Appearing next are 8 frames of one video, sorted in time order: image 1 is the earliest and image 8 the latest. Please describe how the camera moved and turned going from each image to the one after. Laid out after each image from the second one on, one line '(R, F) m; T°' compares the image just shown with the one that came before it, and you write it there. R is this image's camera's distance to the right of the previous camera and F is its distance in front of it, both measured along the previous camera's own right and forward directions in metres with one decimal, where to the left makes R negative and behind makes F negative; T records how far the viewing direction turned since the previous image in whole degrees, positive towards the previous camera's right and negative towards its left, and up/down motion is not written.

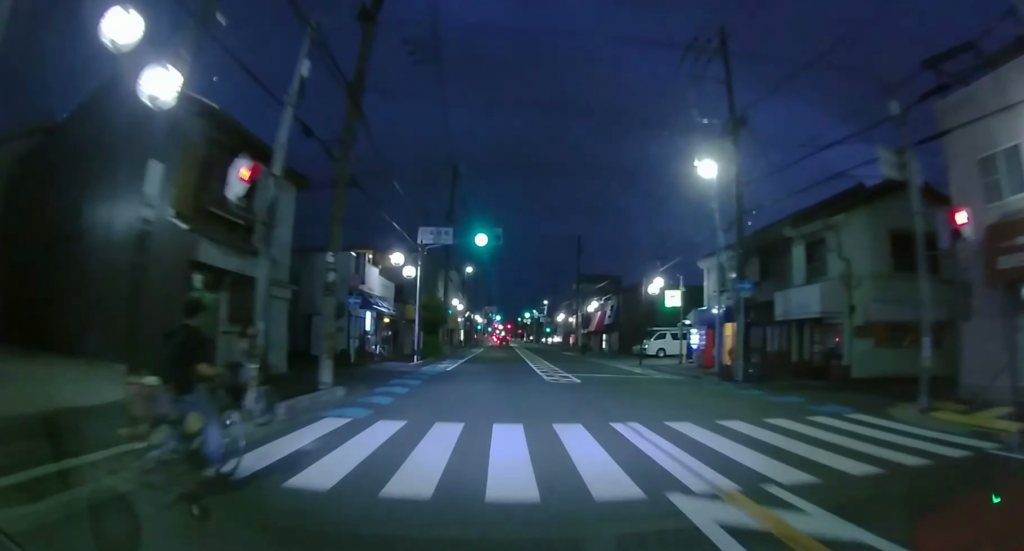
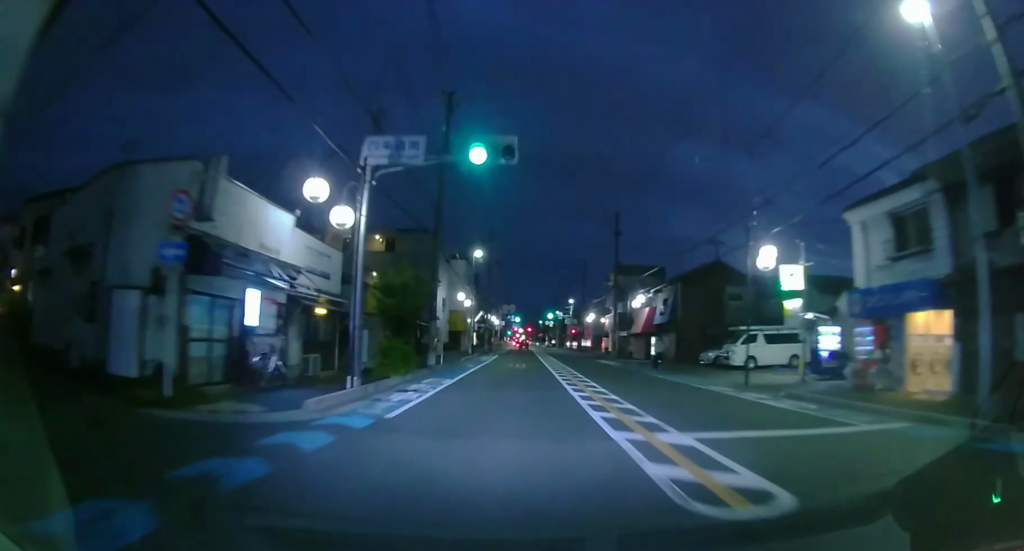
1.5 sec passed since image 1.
(0.0, +12.8) m; 0°
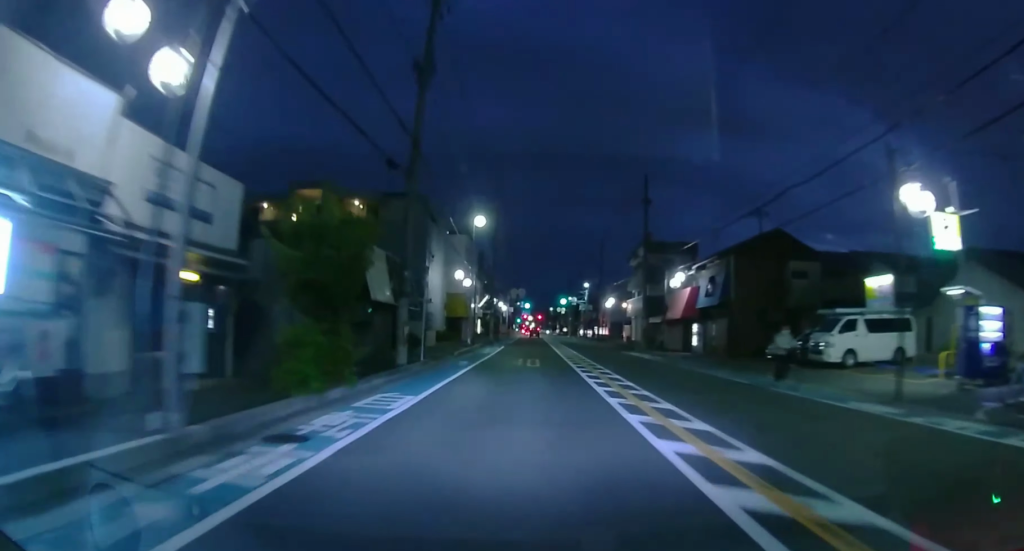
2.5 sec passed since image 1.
(0.0, +8.0) m; 0°
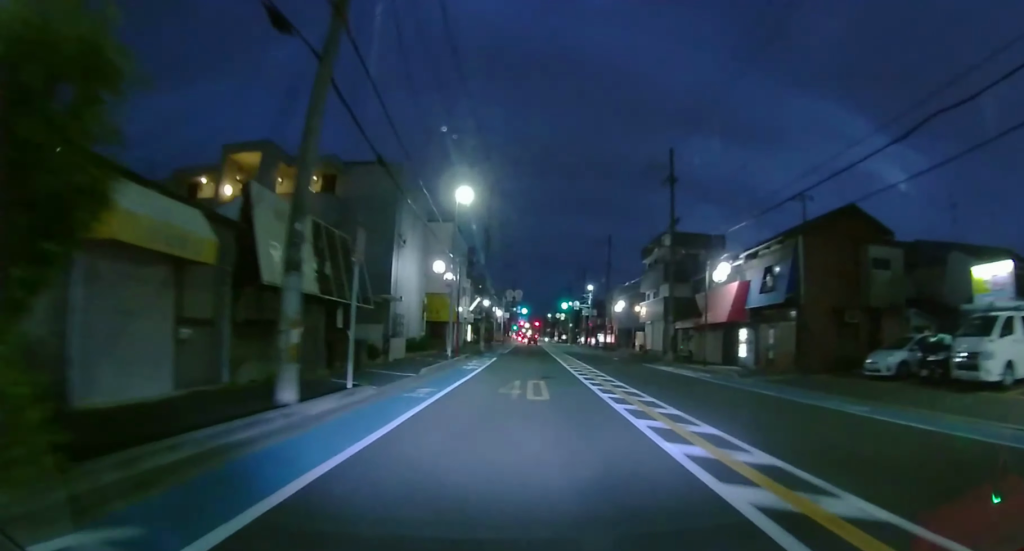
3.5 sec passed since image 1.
(0.0, +8.4) m; -1°
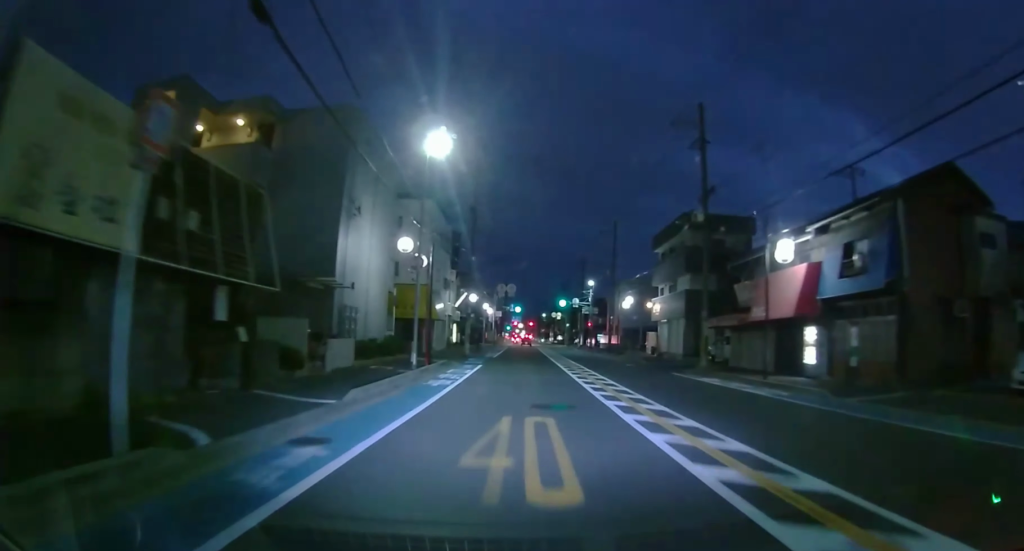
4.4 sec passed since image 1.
(-0.1, +7.3) m; -1°
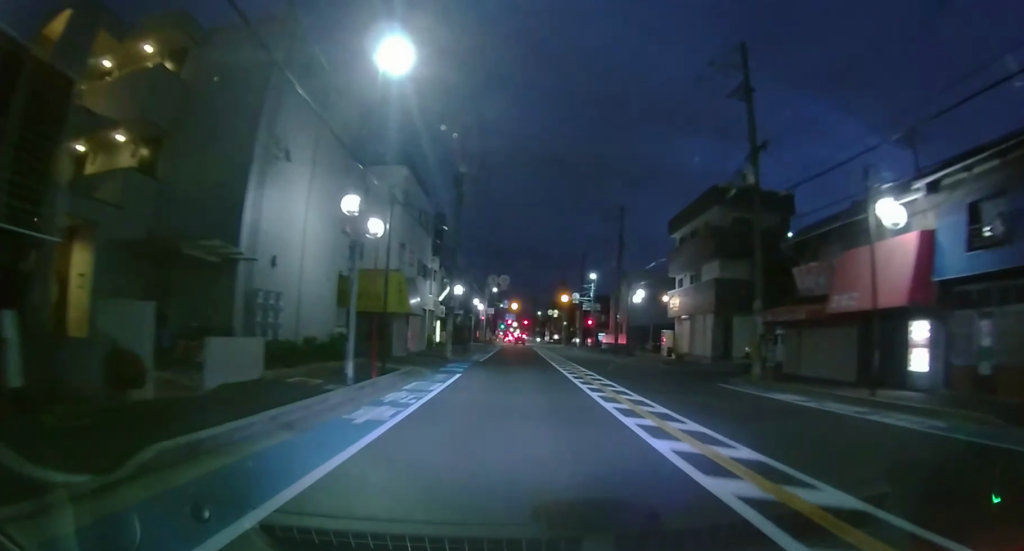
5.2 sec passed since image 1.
(-0.1, +6.7) m; 0°
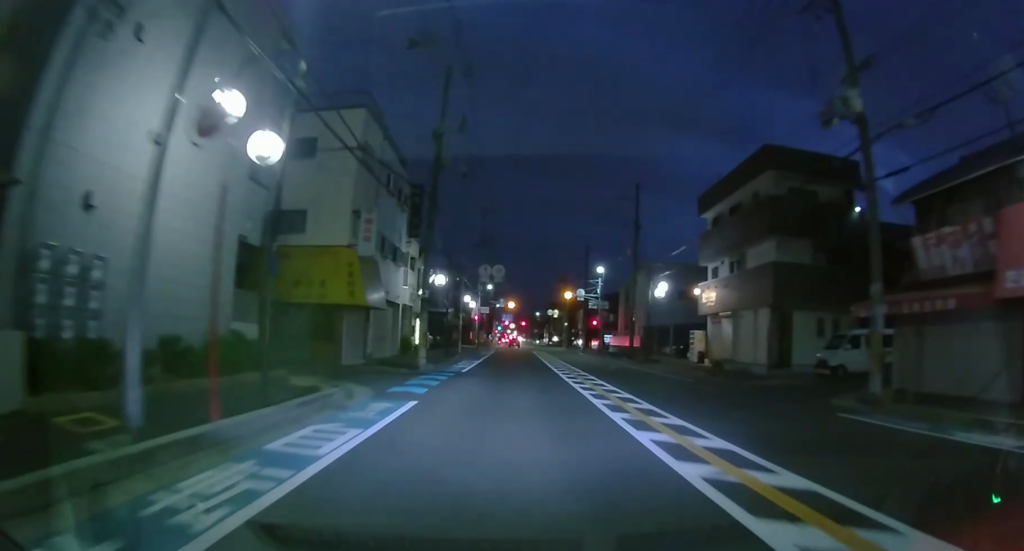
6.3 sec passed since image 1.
(+0.1, +7.8) m; +2°
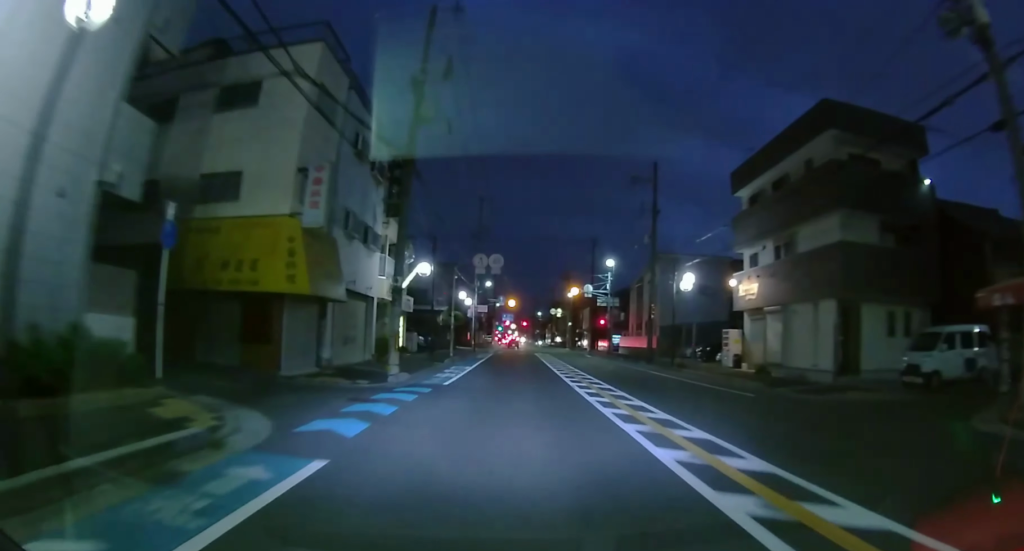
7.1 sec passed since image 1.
(+0.1, +5.4) m; +1°
